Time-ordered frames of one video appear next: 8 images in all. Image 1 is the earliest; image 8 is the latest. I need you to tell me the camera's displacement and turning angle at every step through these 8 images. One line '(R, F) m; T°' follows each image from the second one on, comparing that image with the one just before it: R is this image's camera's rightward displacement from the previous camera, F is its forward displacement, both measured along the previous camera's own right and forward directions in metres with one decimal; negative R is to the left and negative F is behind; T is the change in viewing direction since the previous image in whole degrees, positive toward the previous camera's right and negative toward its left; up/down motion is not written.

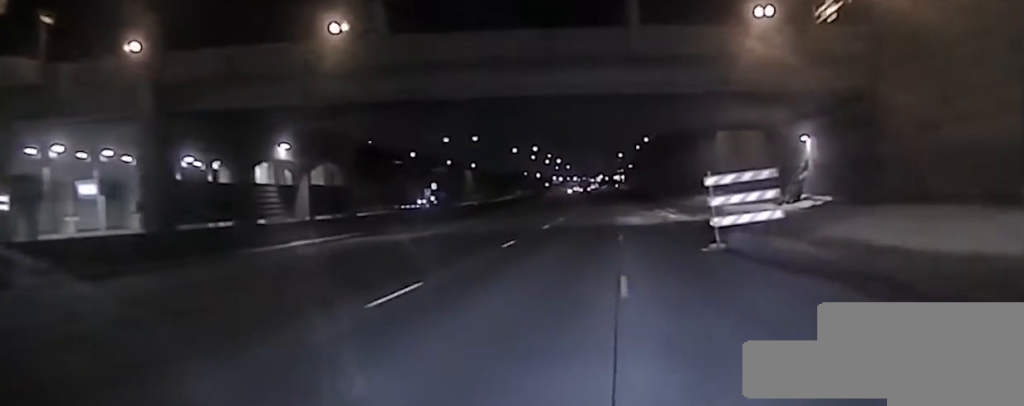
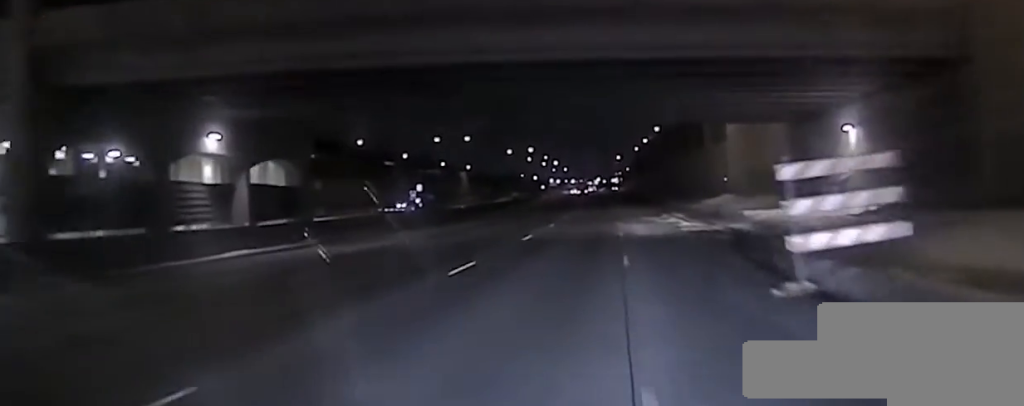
(+0.1, +10.1) m; -1°
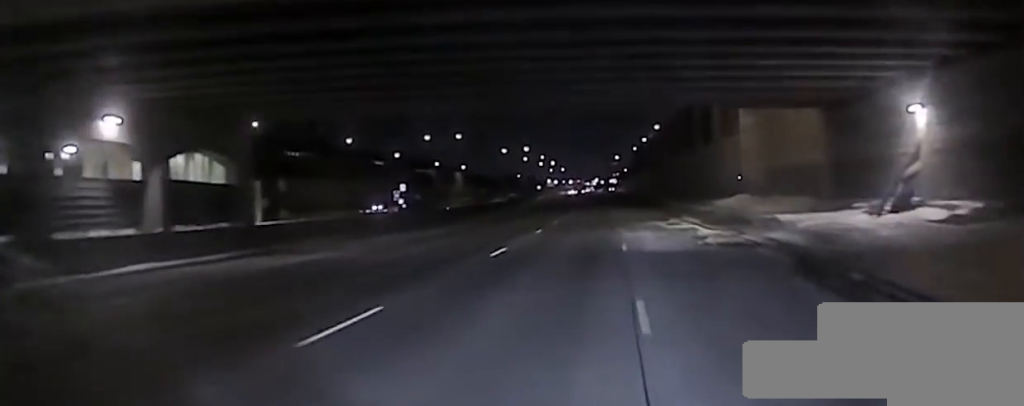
(-0.2, +9.3) m; 0°
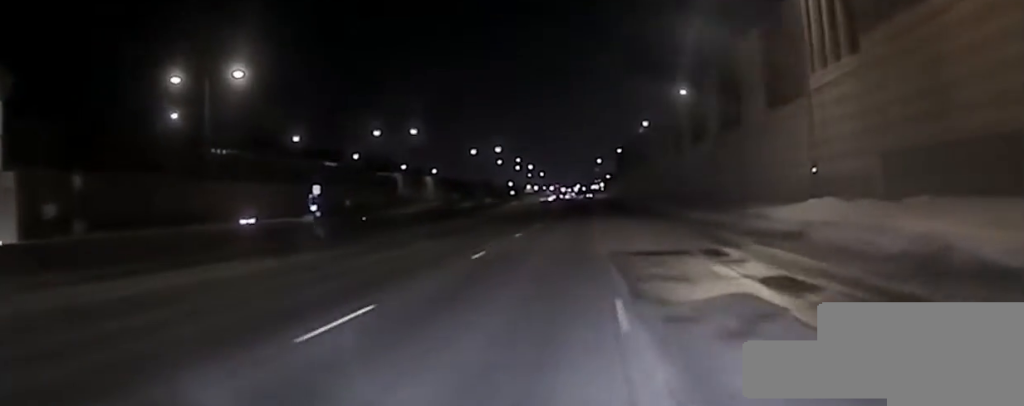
(-0.1, +28.2) m; 0°
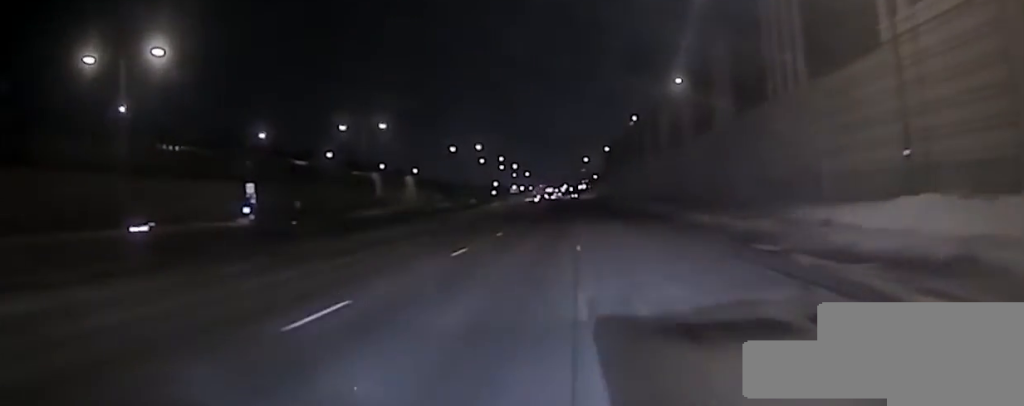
(0.0, +13.0) m; -1°
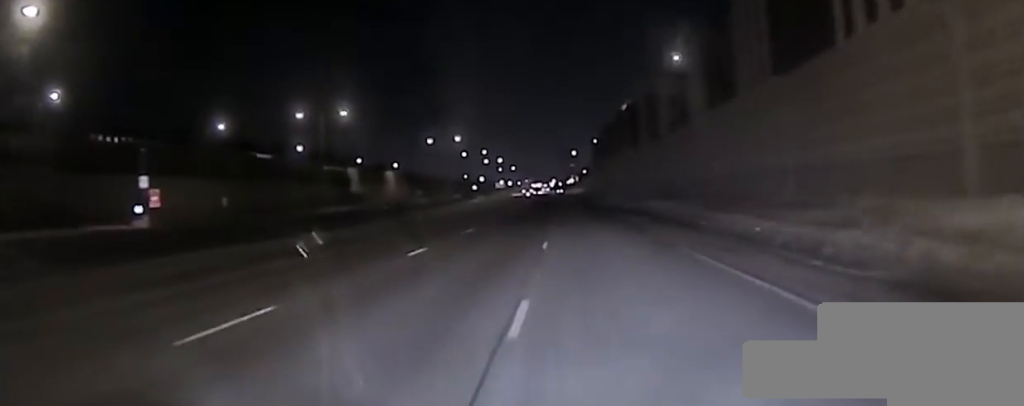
(-0.2, +15.8) m; -2°
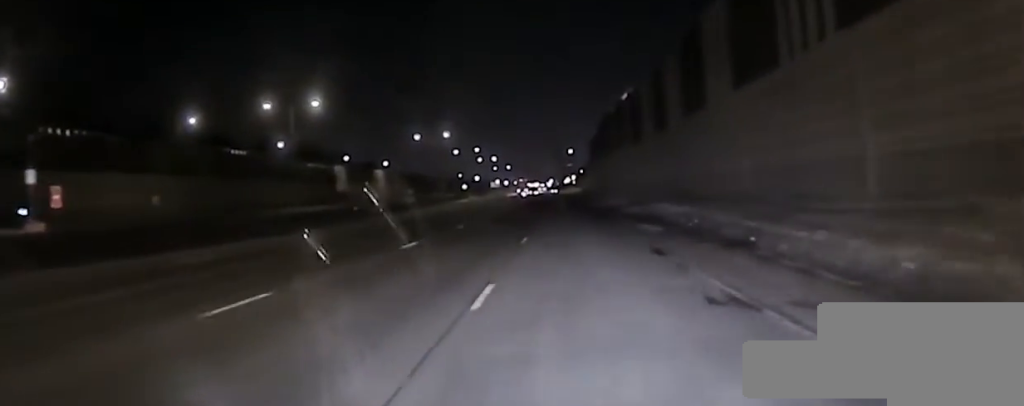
(-0.5, +12.8) m; +1°
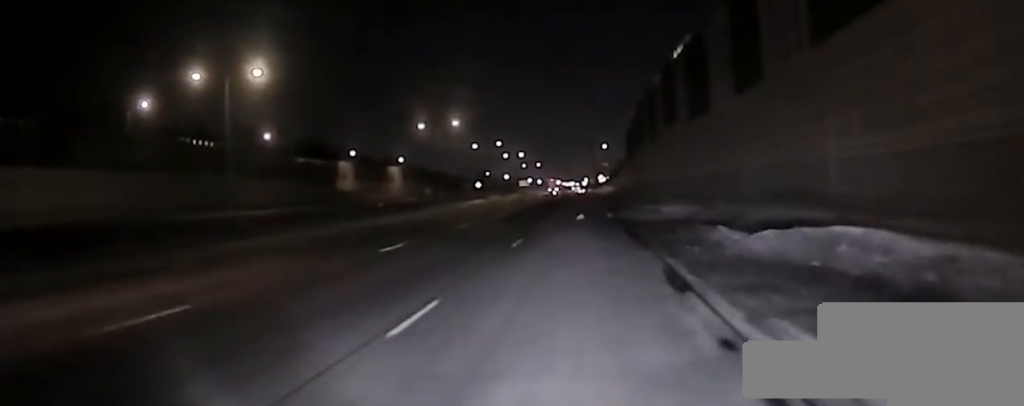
(+1.9, +35.4) m; +4°
